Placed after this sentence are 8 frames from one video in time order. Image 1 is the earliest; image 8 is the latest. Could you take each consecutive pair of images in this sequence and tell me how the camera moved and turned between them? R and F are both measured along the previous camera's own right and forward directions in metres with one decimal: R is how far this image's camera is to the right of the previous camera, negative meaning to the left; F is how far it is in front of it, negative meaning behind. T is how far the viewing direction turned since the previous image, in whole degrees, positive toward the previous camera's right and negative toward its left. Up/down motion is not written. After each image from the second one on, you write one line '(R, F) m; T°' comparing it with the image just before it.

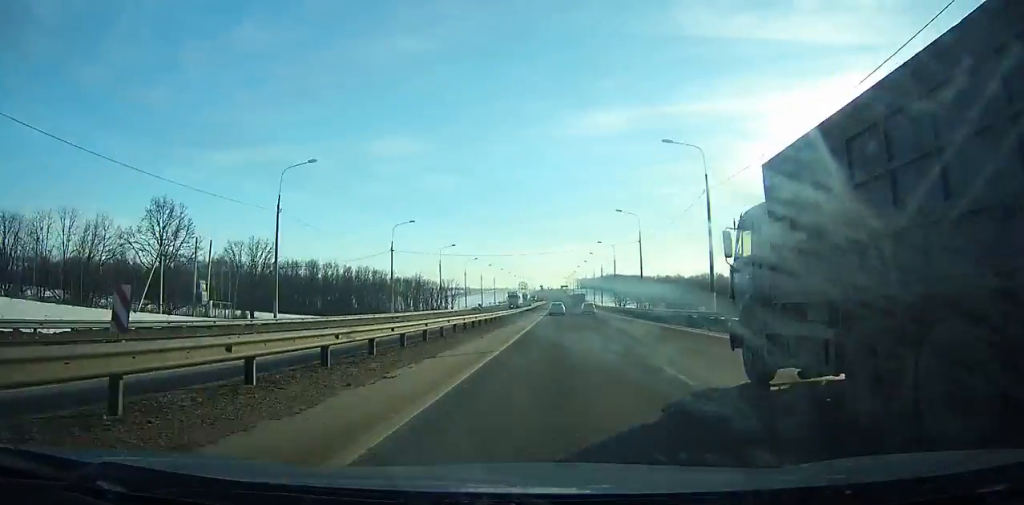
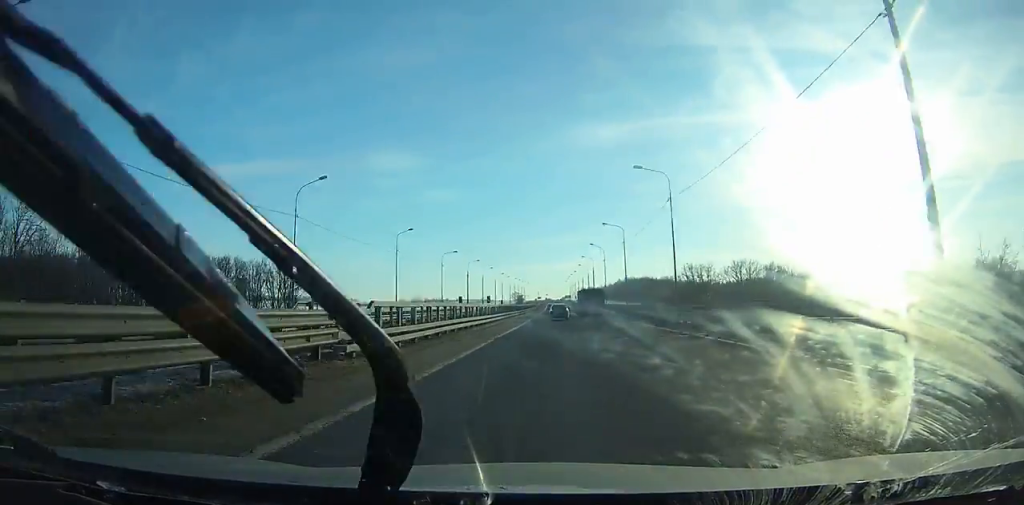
(-0.1, +172.1) m; 0°
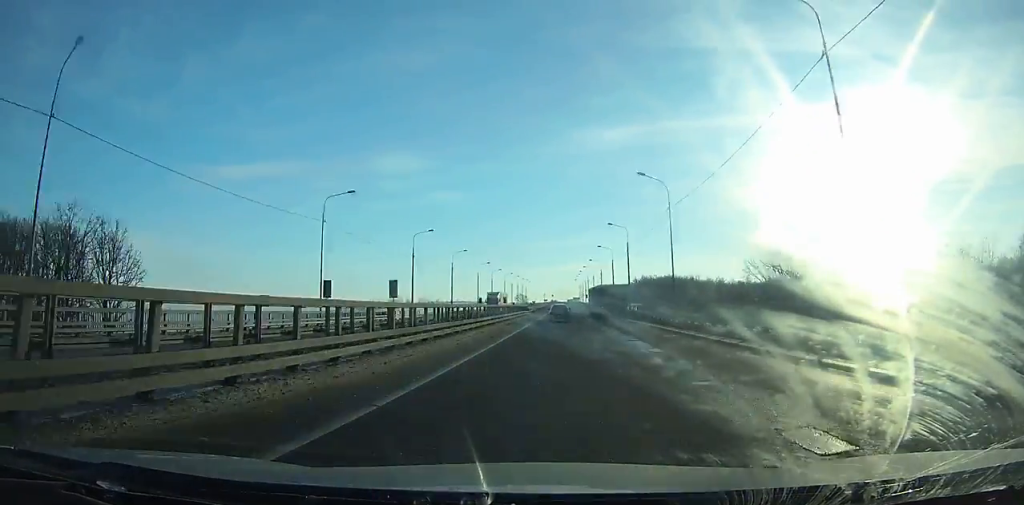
(-0.1, +56.5) m; 0°
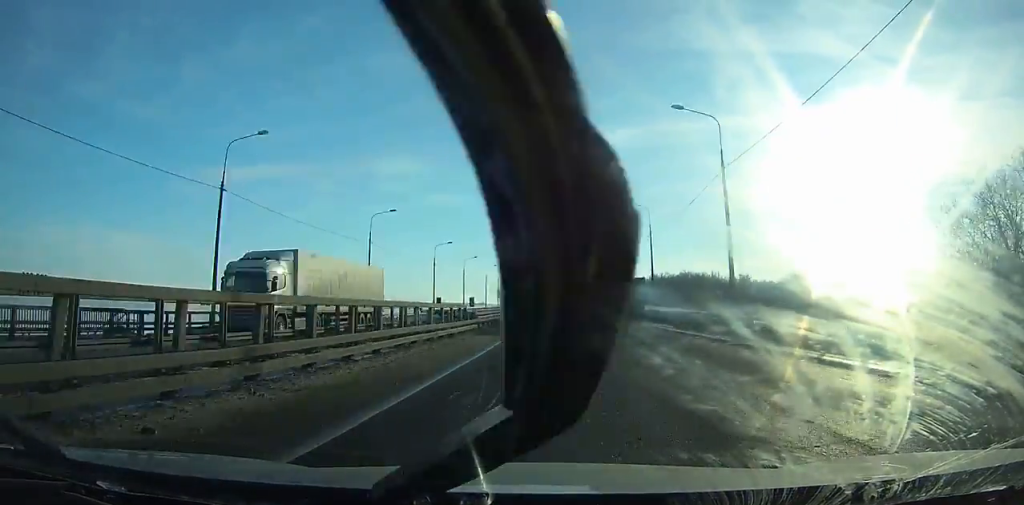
(0.0, +46.6) m; 0°
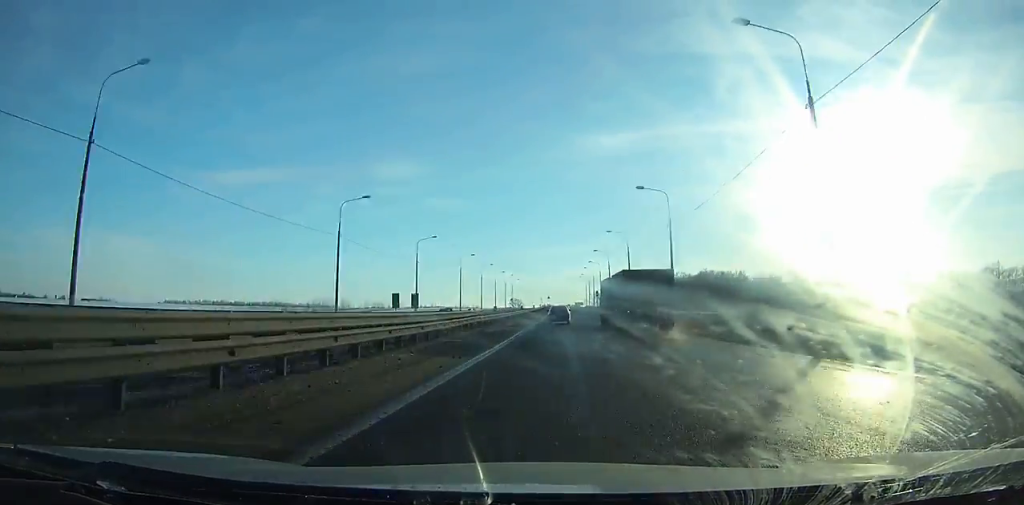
(-0.1, +40.7) m; 0°
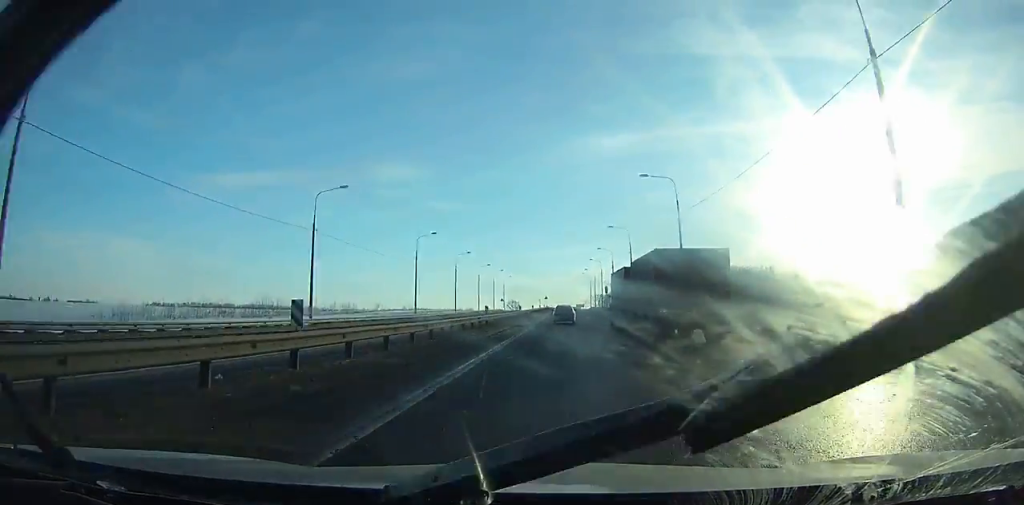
(+0.1, +34.5) m; 0°
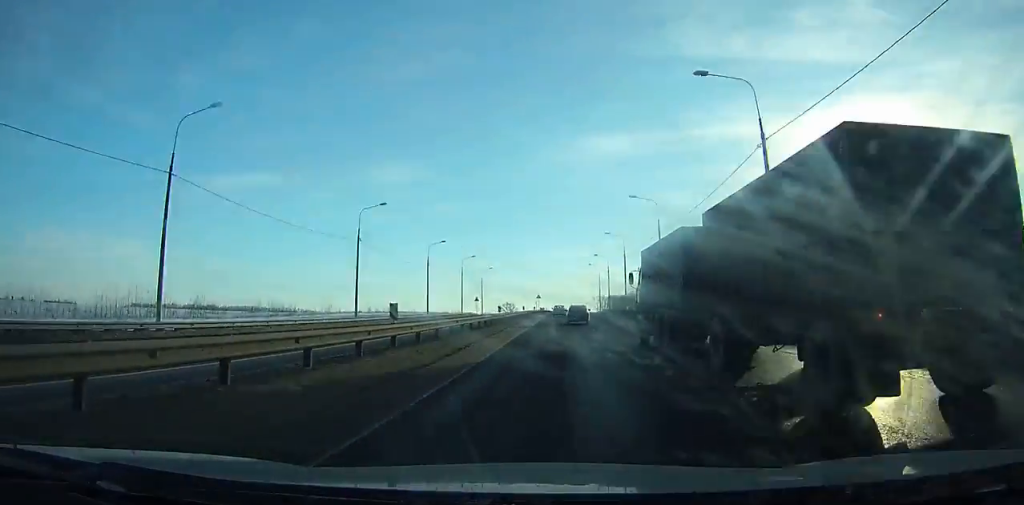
(+0.1, +51.8) m; 0°
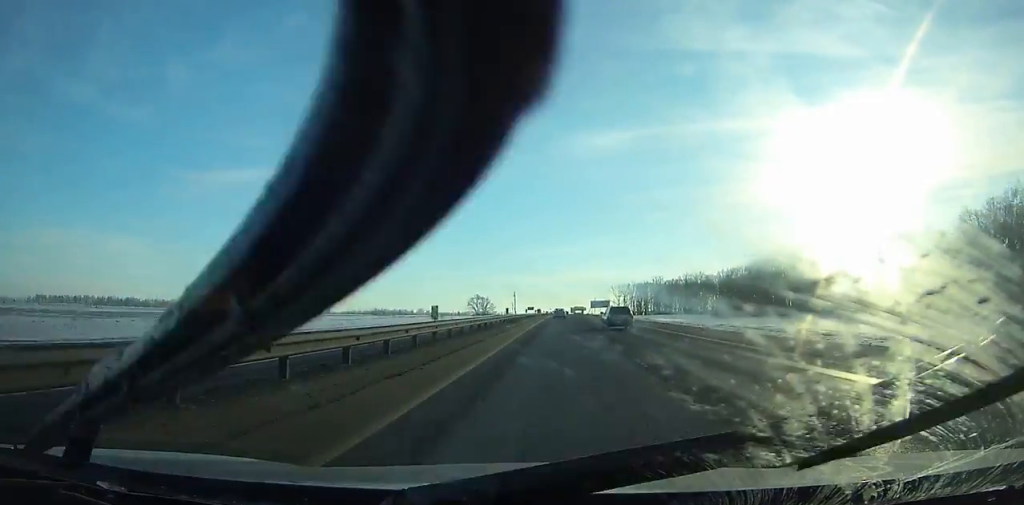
(0.0, +205.0) m; 0°
